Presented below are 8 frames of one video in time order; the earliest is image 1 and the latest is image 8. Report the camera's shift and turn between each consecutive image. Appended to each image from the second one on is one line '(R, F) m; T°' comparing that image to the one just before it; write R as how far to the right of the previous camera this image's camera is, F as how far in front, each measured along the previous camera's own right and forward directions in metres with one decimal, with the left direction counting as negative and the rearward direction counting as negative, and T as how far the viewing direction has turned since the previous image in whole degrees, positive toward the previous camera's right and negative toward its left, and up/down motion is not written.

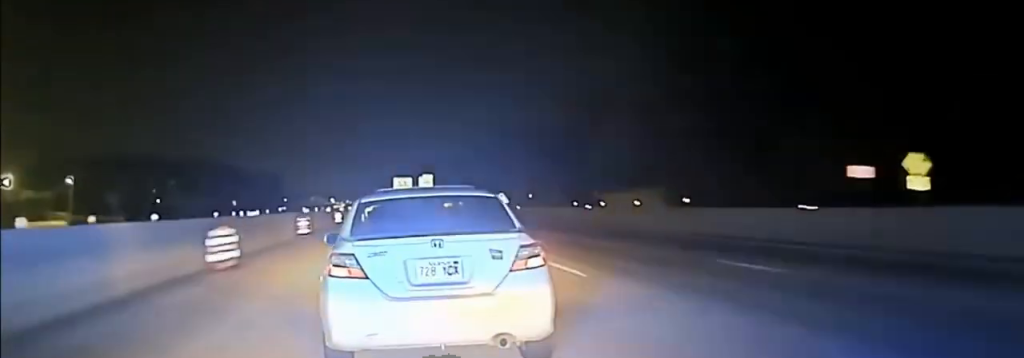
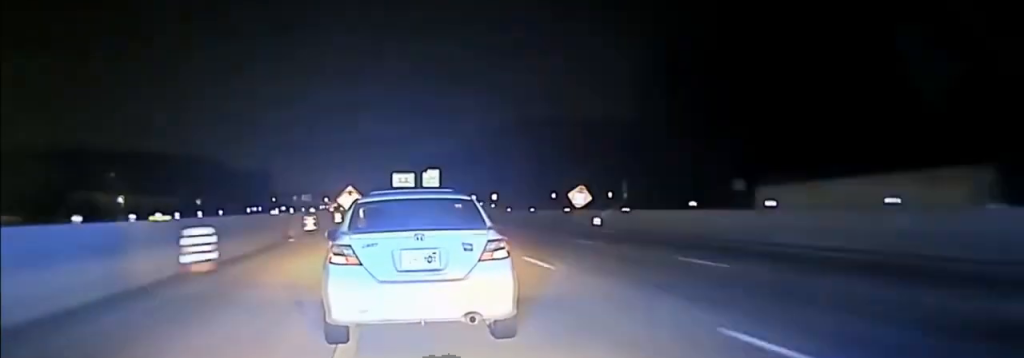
(+0.6, +46.5) m; +1°
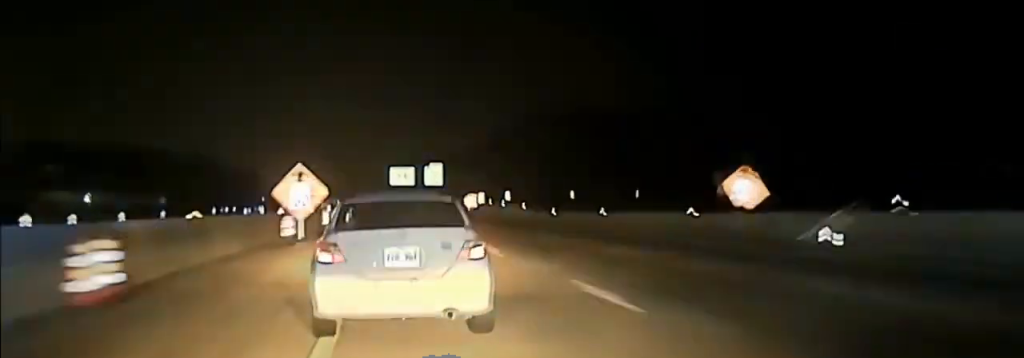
(0.0, +34.1) m; 0°
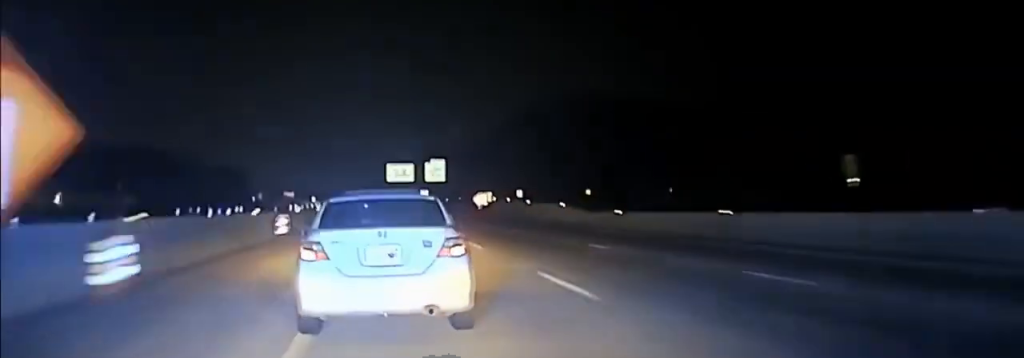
(0.0, +24.5) m; 0°
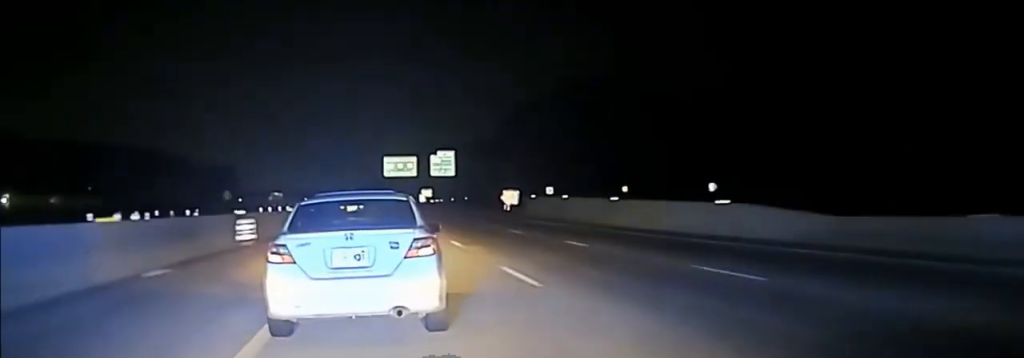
(0.0, +32.4) m; 0°
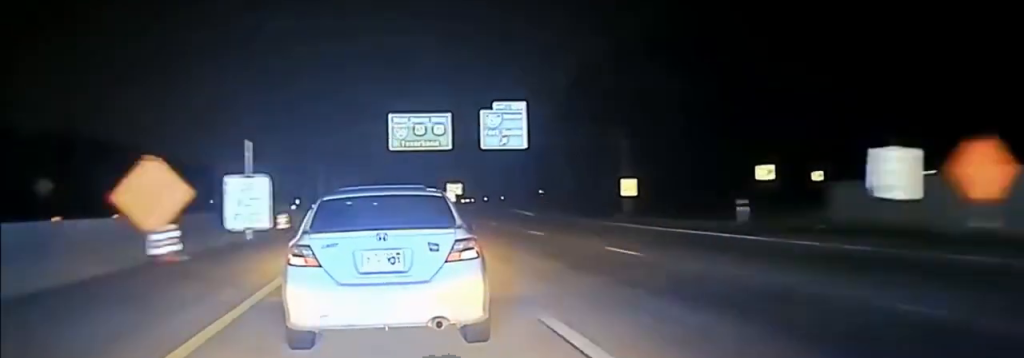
(-0.3, +73.6) m; 0°
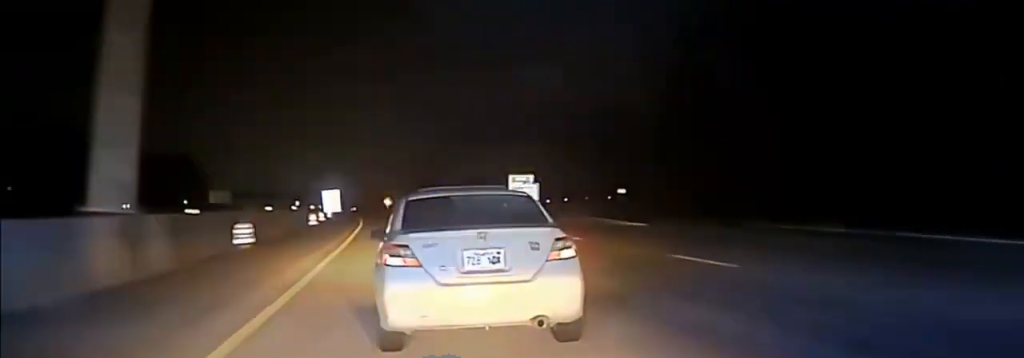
(+0.4, +64.1) m; 0°
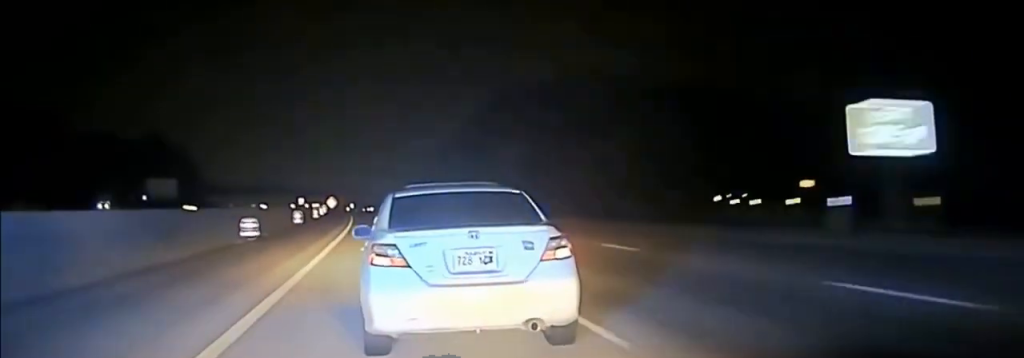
(-1.0, +63.6) m; -2°
